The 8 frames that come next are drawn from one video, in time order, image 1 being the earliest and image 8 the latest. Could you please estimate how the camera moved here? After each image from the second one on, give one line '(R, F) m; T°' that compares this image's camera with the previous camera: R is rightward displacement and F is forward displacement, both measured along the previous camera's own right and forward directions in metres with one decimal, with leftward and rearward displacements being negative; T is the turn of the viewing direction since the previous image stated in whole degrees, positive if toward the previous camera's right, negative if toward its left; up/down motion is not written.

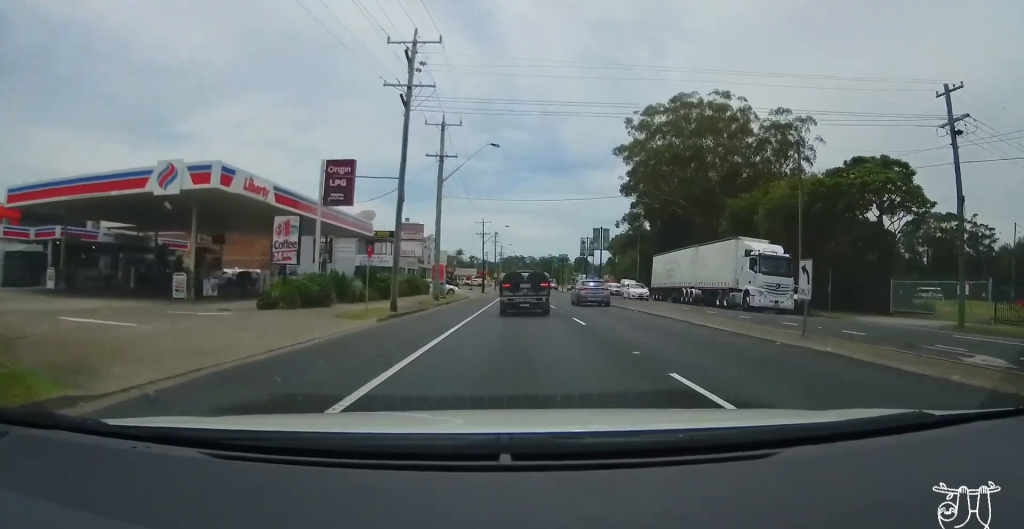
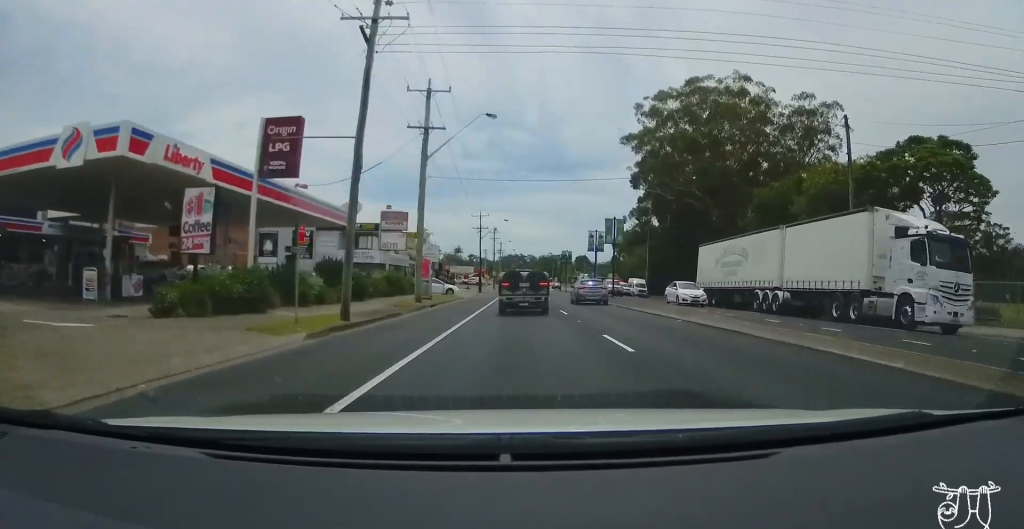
(-0.2, +6.5) m; +1°
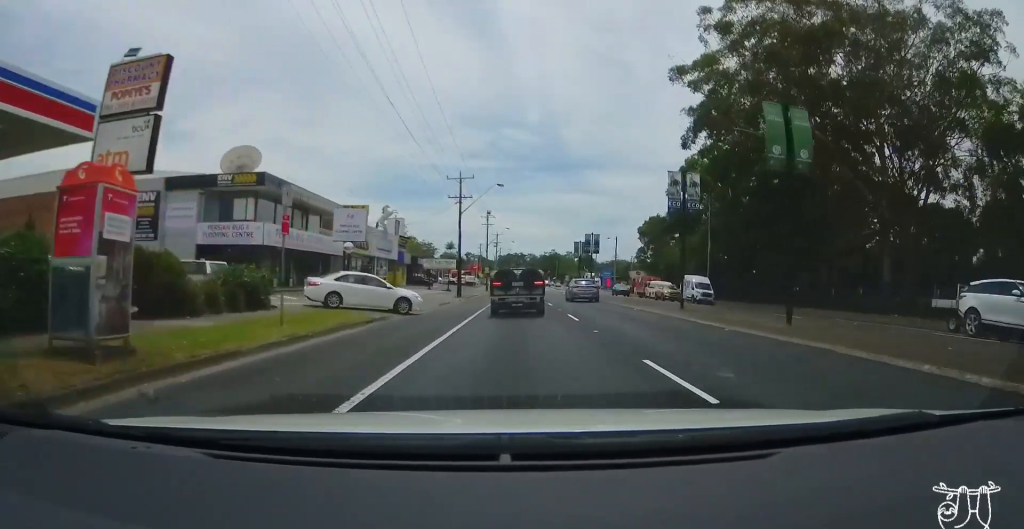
(-0.1, +27.8) m; -4°
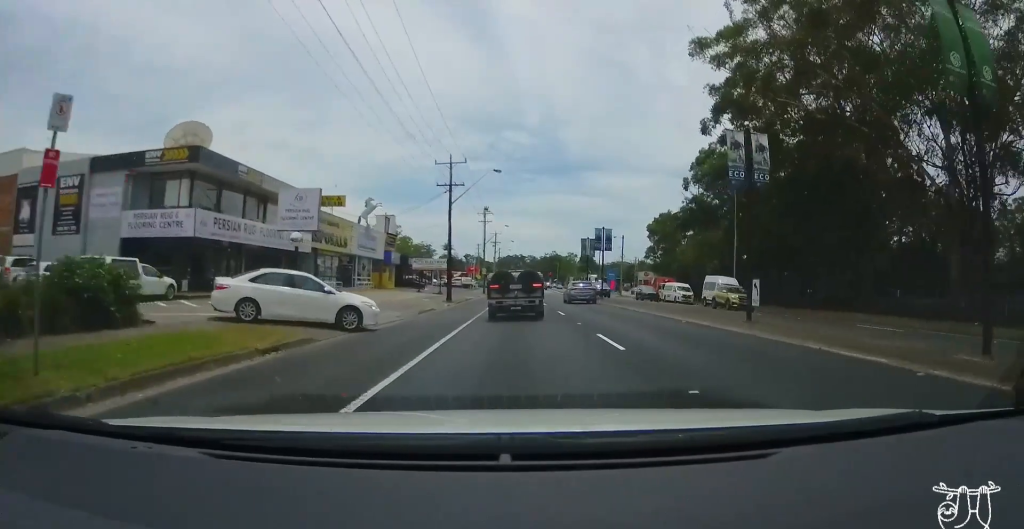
(-0.2, +7.3) m; 0°
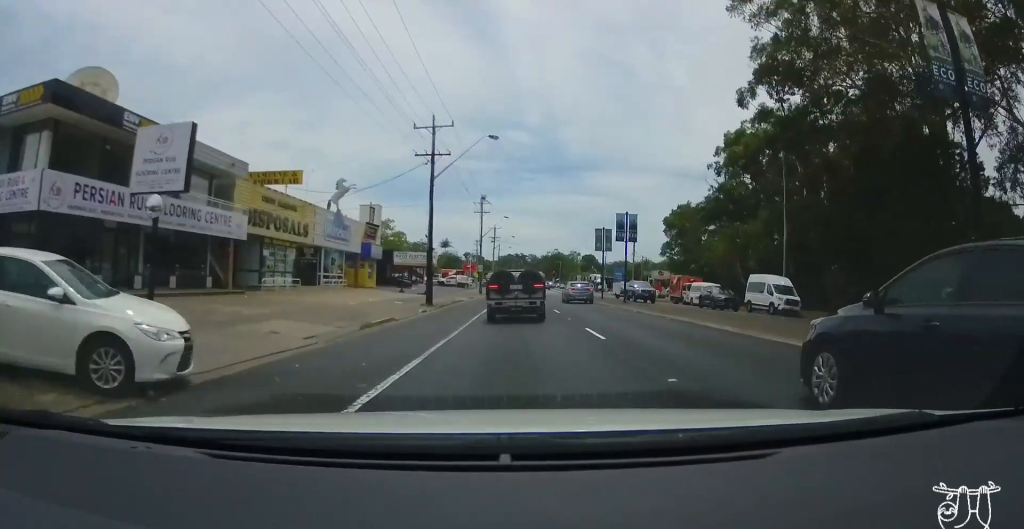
(+0.2, +9.8) m; +3°
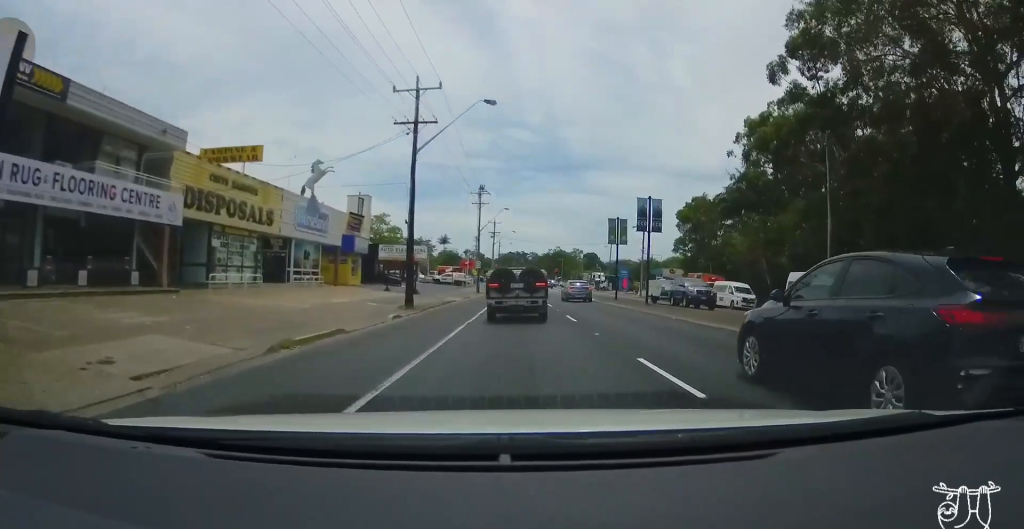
(+0.1, +6.2) m; +2°
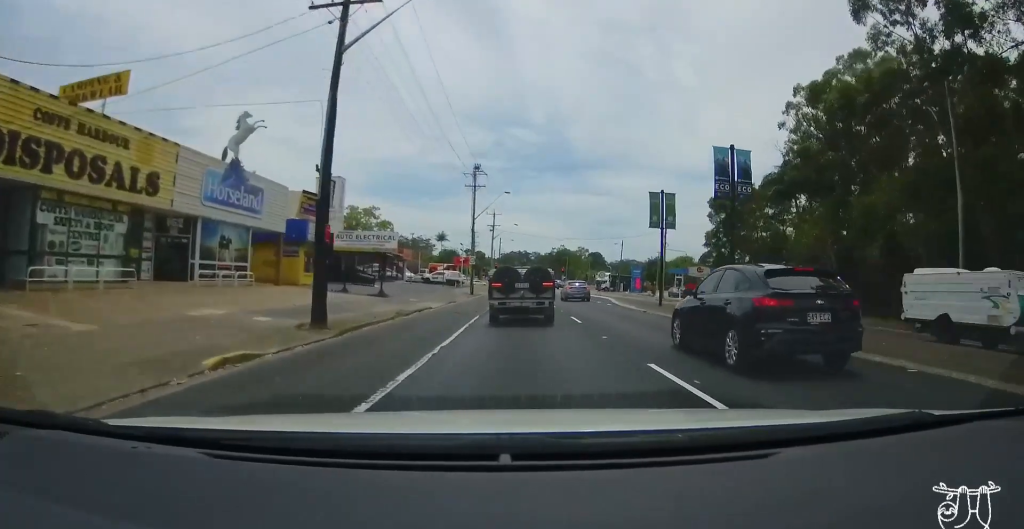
(+0.3, +12.4) m; 0°
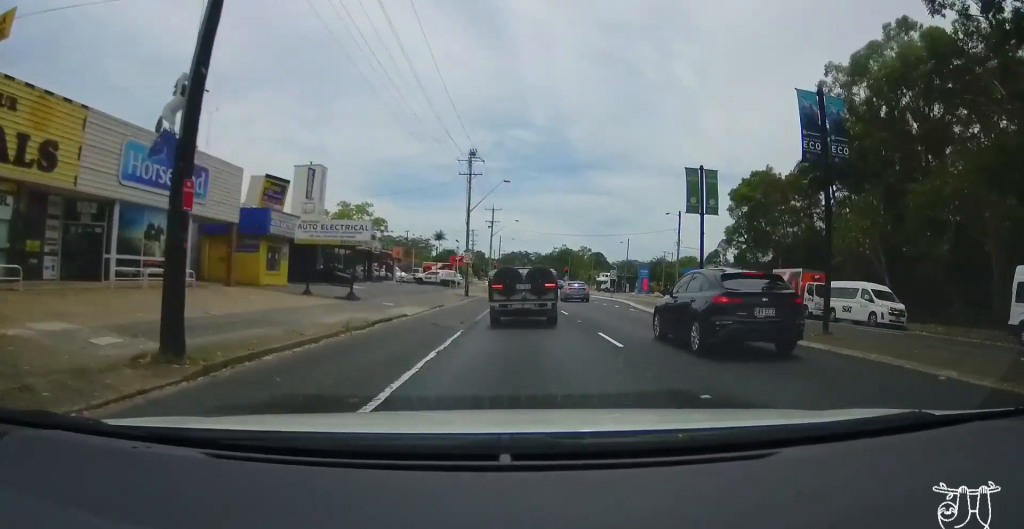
(0.0, +6.6) m; -1°
